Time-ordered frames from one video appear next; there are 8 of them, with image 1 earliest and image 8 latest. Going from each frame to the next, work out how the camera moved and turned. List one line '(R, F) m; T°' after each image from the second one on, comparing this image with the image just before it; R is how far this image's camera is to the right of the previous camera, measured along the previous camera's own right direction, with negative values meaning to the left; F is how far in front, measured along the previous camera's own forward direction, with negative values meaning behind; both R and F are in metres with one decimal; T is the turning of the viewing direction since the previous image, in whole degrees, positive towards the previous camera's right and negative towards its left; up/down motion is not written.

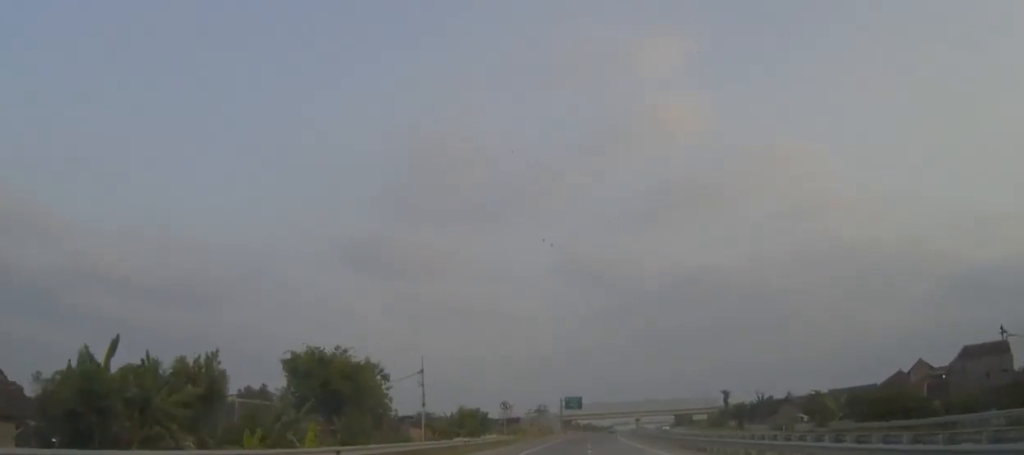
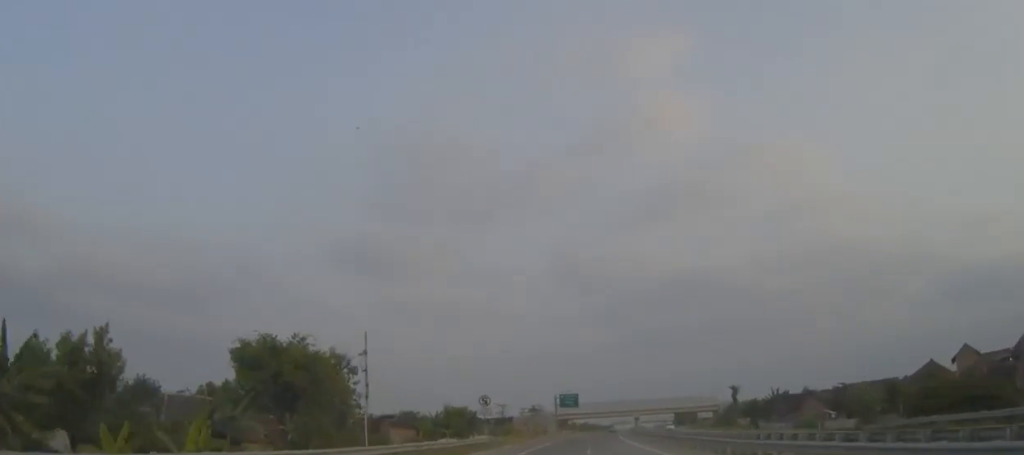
(+0.1, +13.3) m; 0°
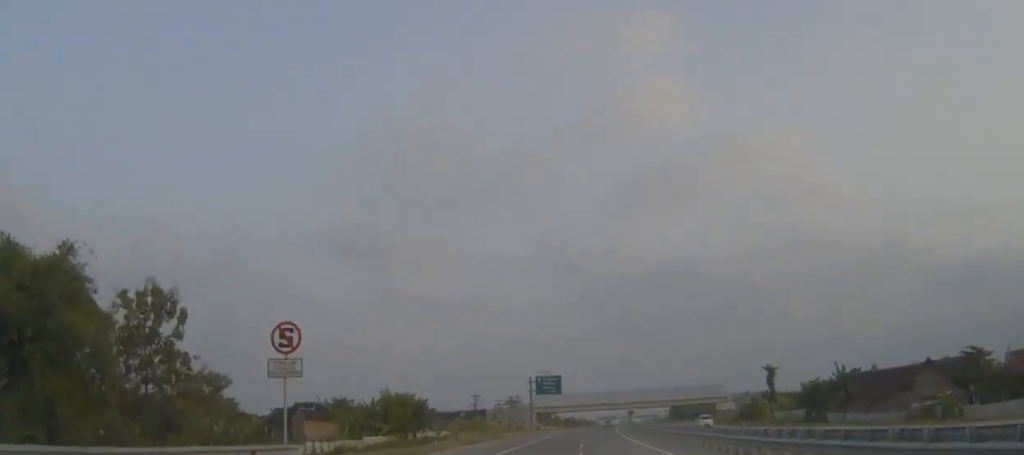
(+0.3, +39.0) m; +1°
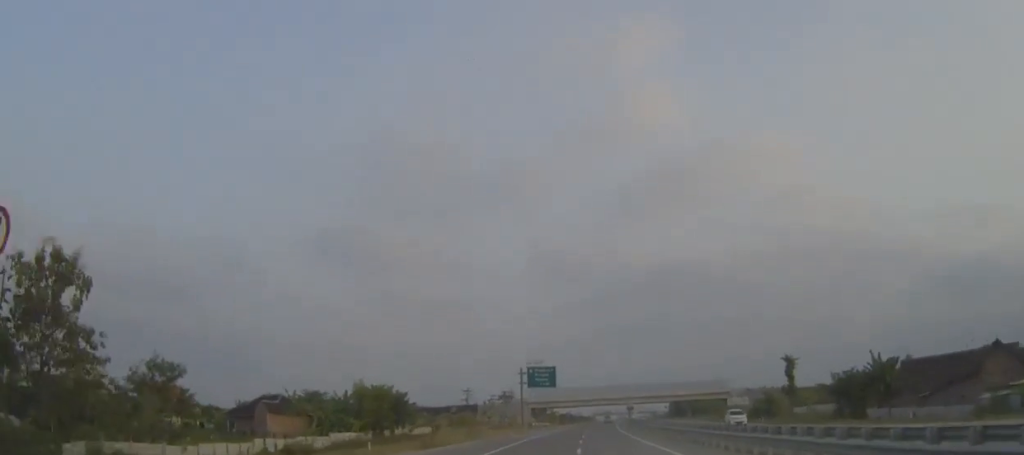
(+0.1, +12.4) m; 0°
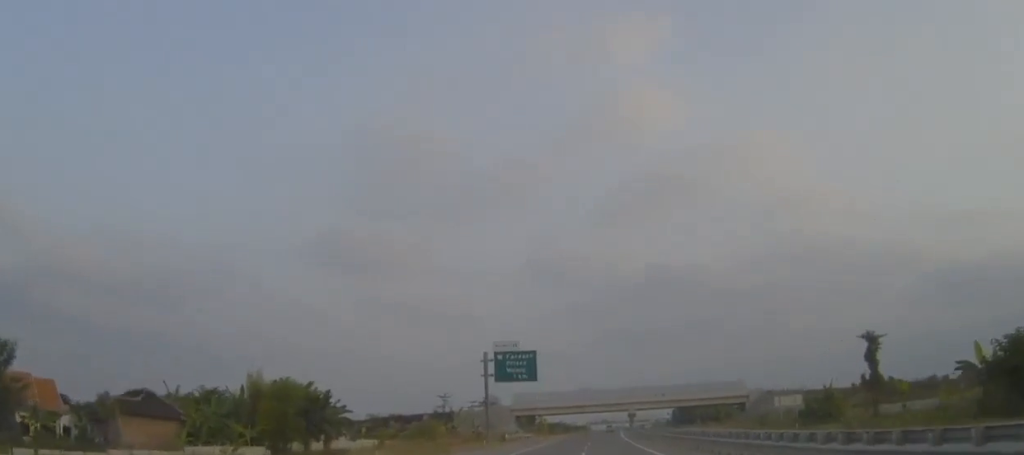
(+0.2, +32.6) m; +1°
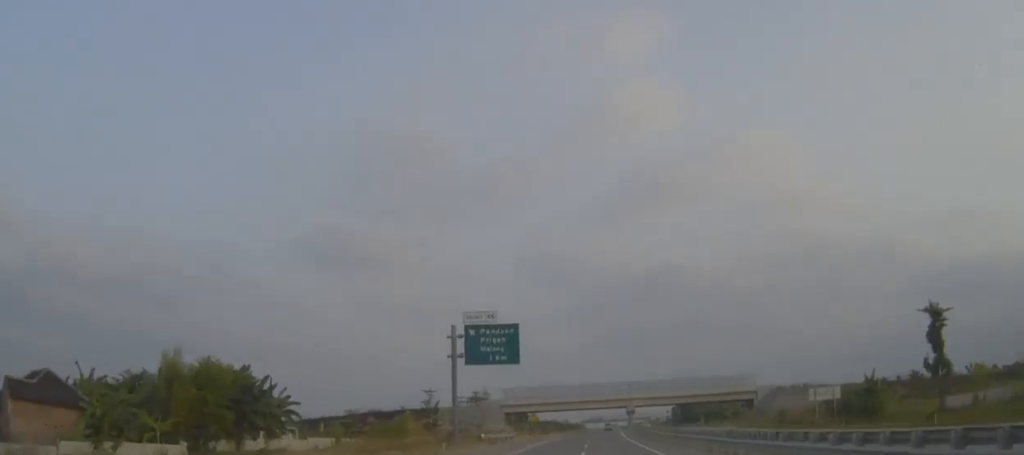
(0.0, +15.2) m; 0°
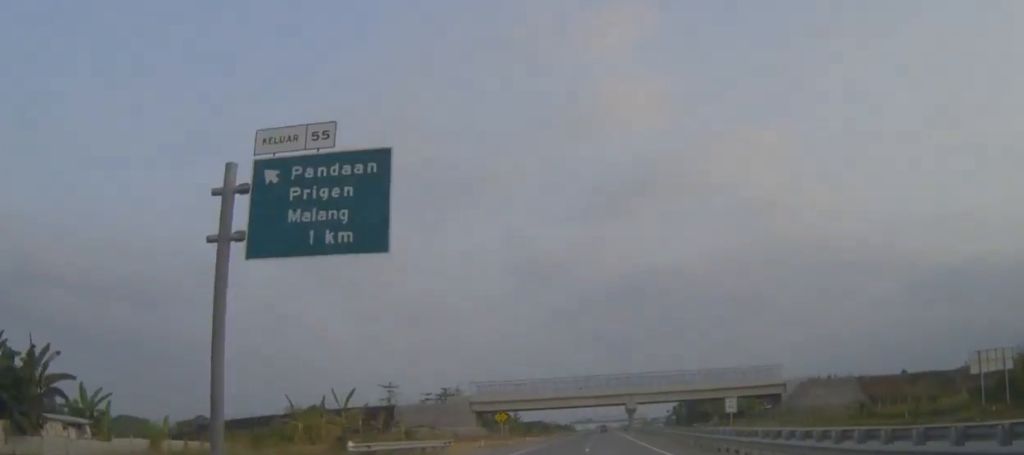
(+0.3, +33.9) m; +1°
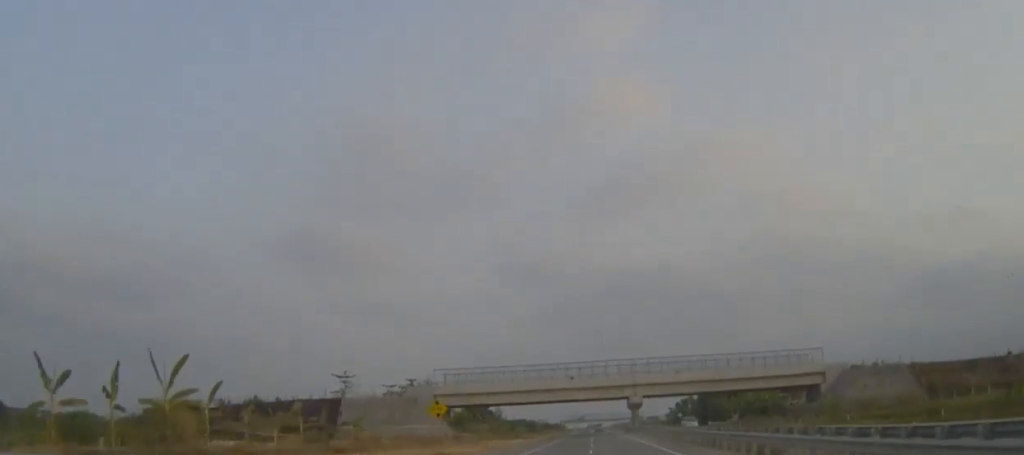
(+0.2, +29.0) m; +1°
